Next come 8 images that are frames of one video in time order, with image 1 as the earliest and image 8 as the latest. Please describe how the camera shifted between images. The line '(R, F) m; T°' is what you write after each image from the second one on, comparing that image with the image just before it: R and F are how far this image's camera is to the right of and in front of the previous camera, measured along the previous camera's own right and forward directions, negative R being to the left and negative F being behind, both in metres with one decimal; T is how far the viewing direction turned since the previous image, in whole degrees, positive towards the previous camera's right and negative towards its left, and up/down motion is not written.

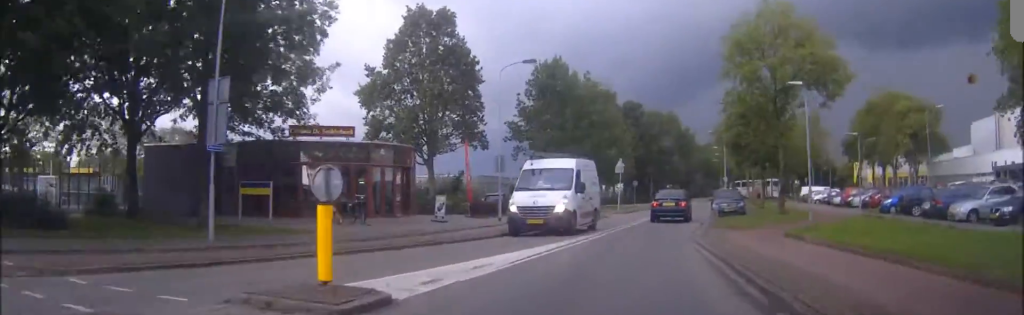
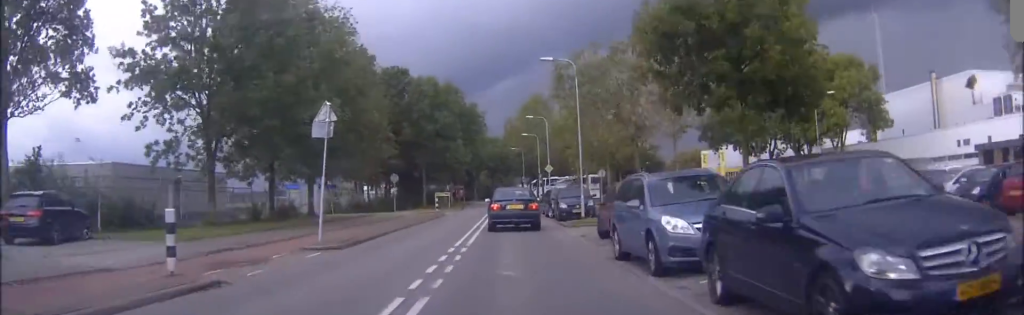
(-3.0, +19.5) m; -15°
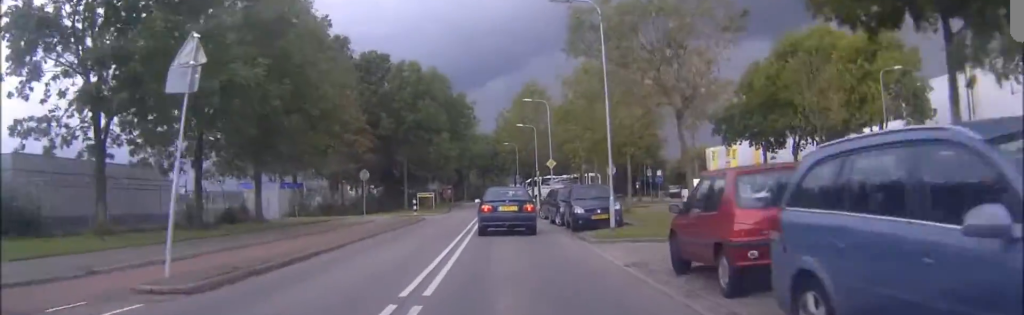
(-0.2, +7.0) m; -1°
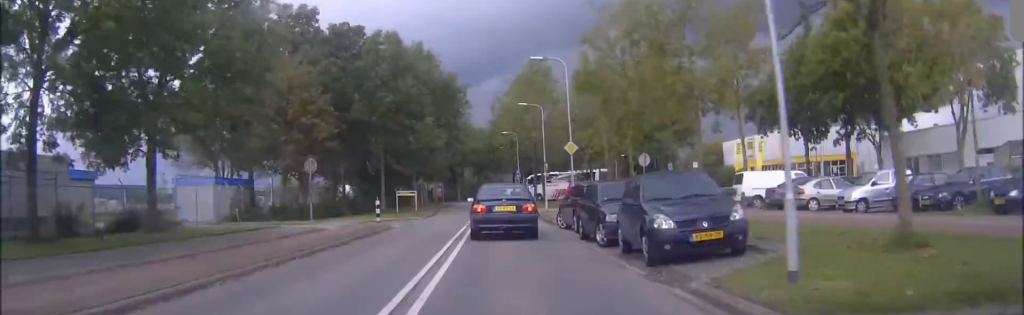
(-0.2, +10.4) m; +1°
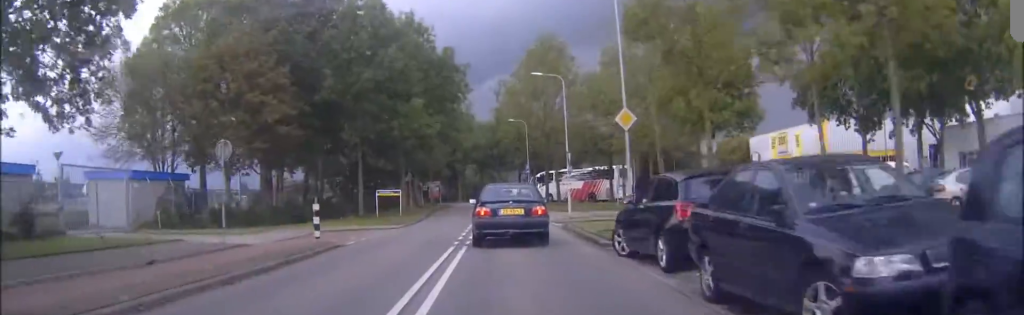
(+0.4, +10.4) m; +3°
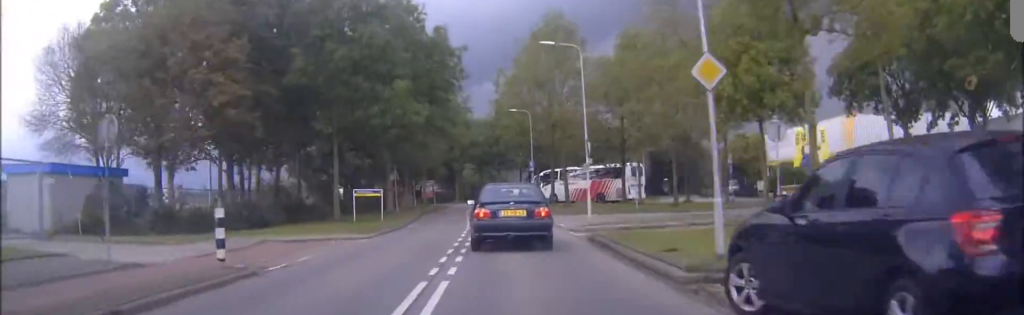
(+0.1, +6.8) m; +1°
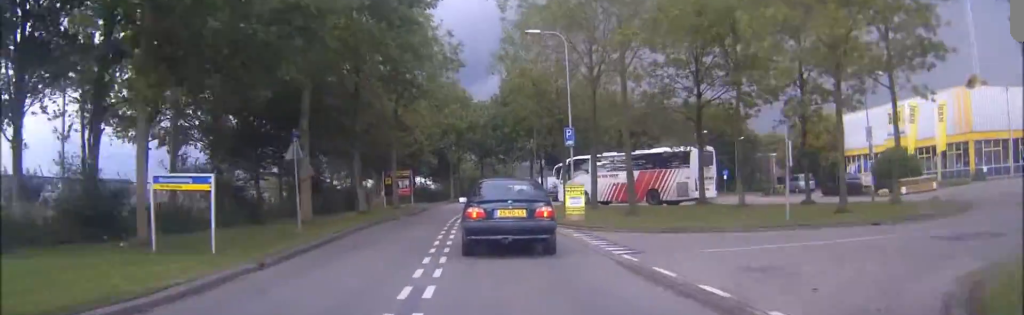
(+0.7, +22.7) m; +4°
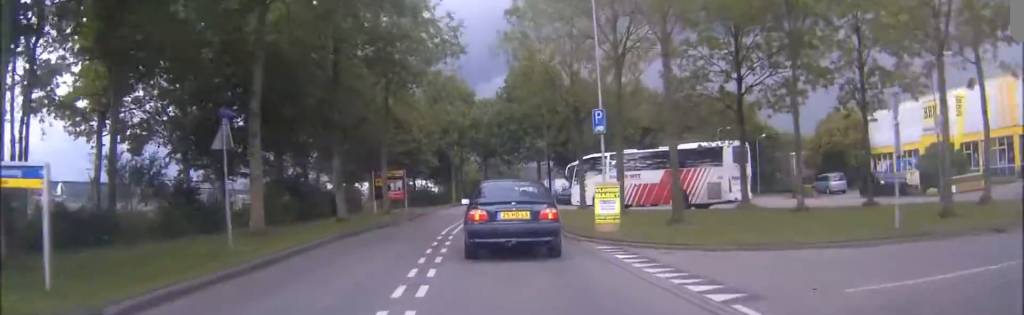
(+0.1, +6.1) m; 0°
